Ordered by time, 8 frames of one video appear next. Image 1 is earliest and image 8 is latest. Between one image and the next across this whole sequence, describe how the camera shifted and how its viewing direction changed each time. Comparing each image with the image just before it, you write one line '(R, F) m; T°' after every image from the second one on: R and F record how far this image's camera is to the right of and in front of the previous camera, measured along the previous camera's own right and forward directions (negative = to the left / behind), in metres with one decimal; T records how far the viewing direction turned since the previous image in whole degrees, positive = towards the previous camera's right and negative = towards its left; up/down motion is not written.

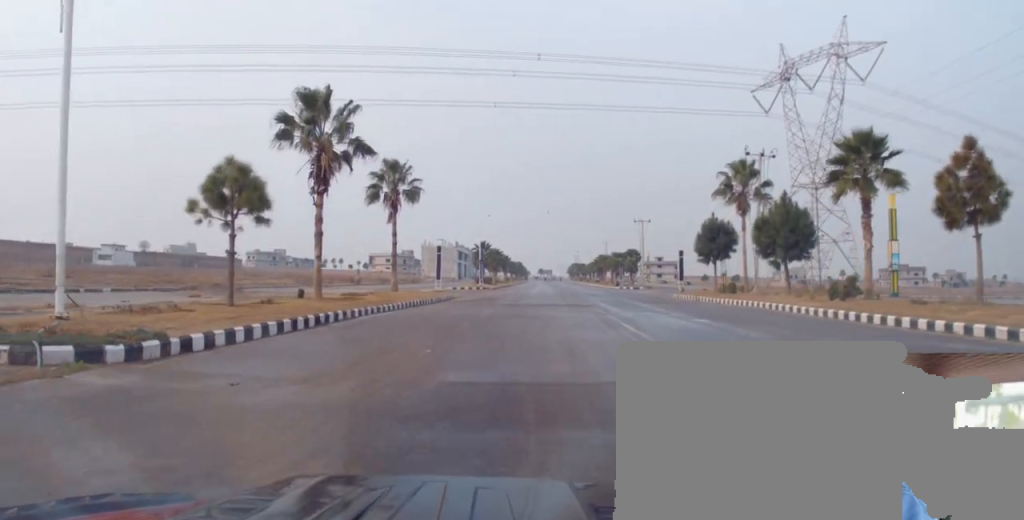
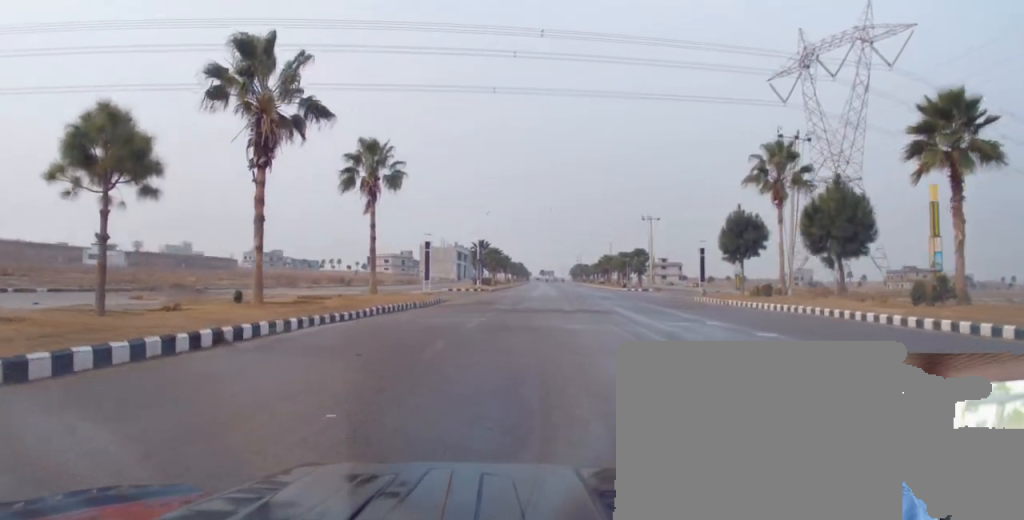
(+0.1, +6.4) m; 0°
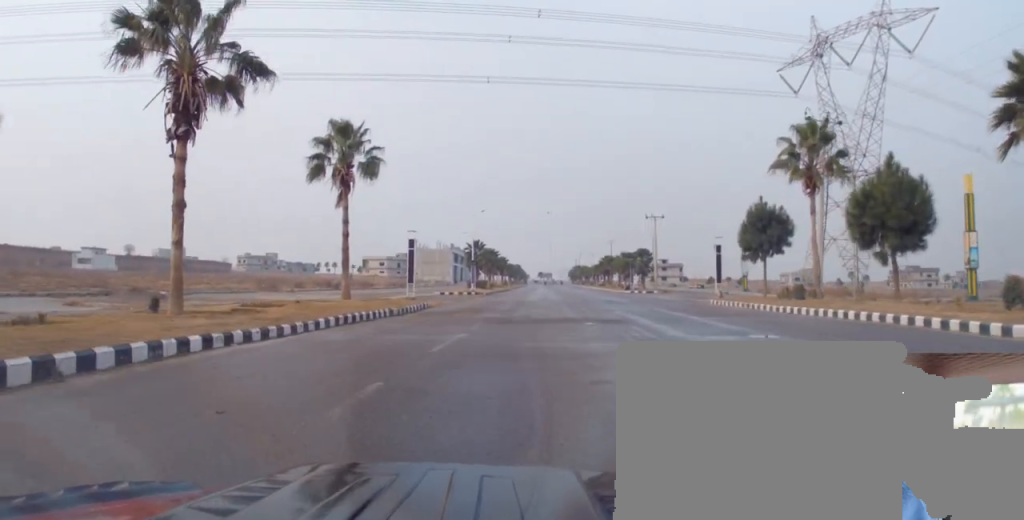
(-0.1, +5.2) m; 0°
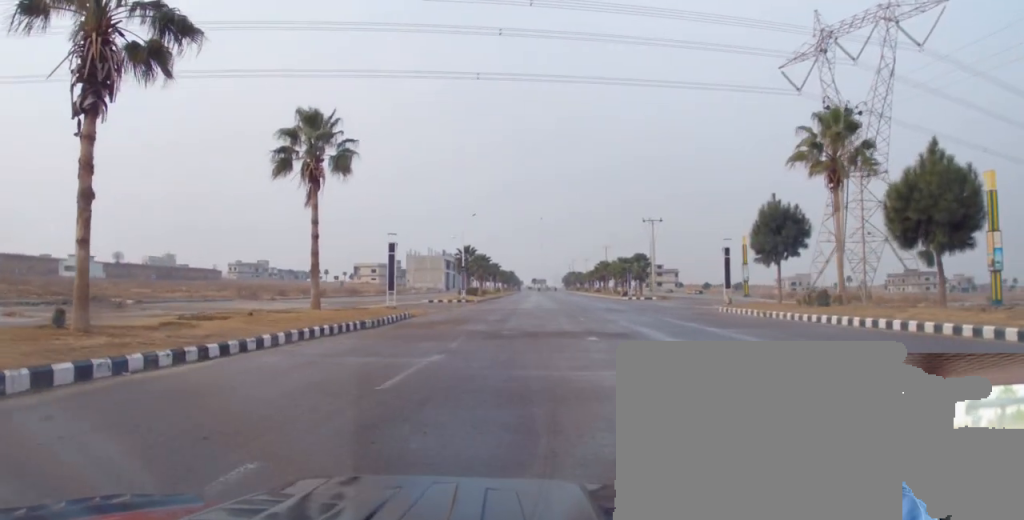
(-0.1, +3.6) m; 0°
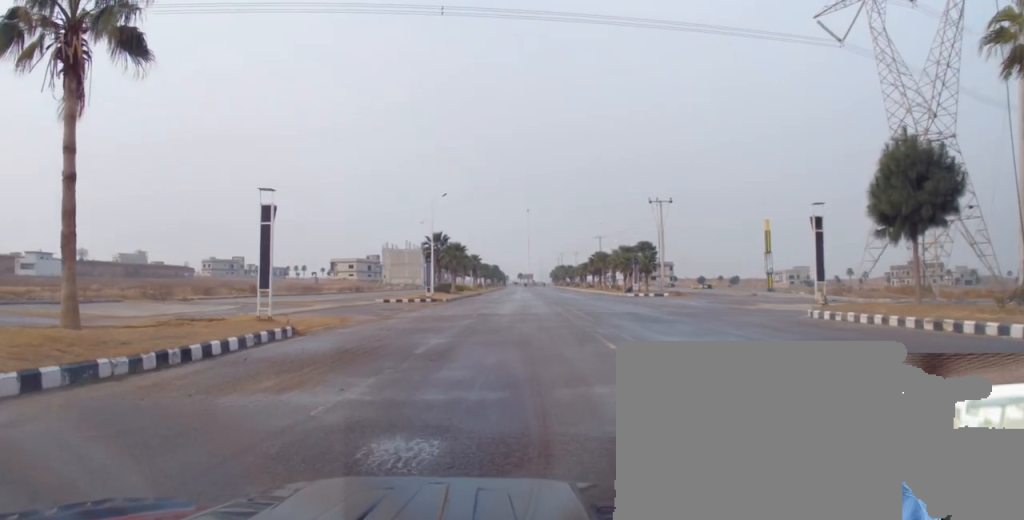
(0.0, +15.9) m; -1°
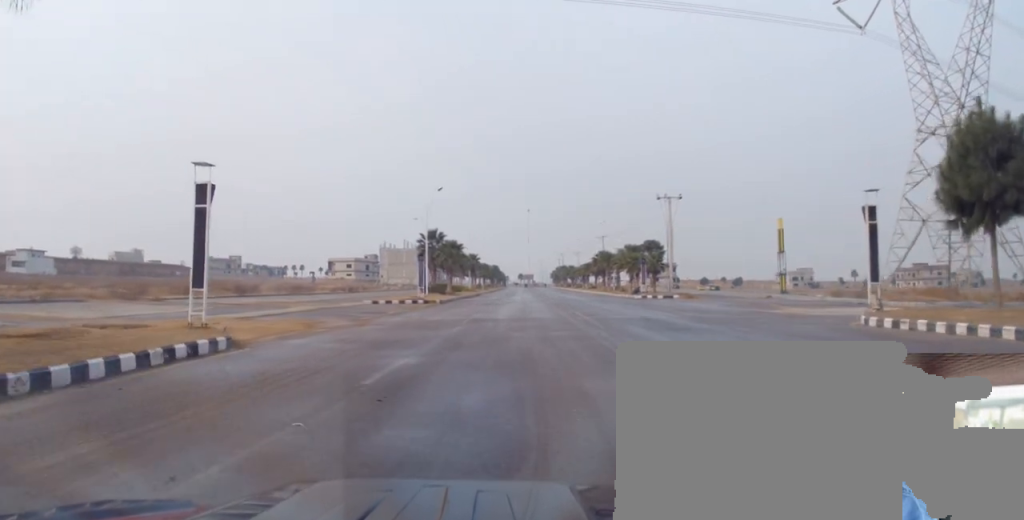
(0.0, +4.4) m; 0°
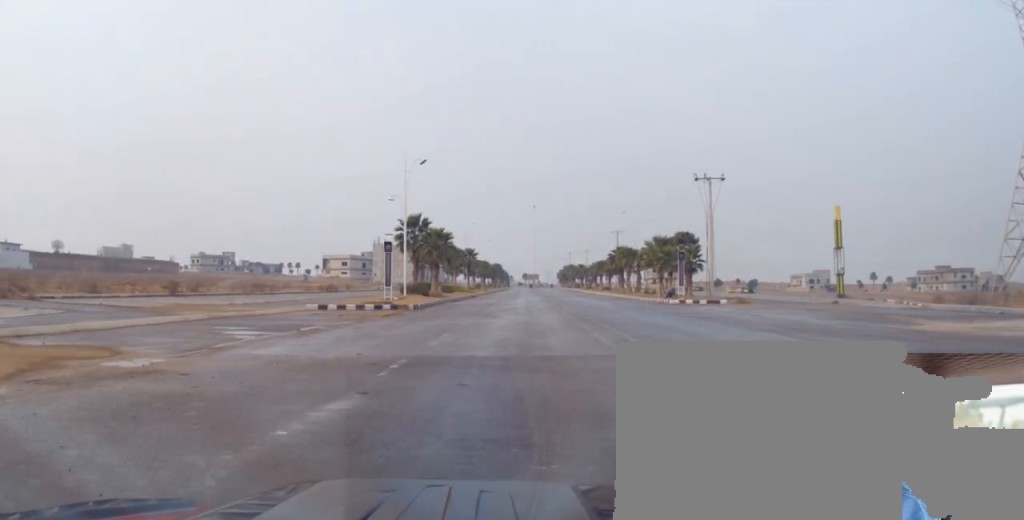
(+0.2, +14.2) m; +4°
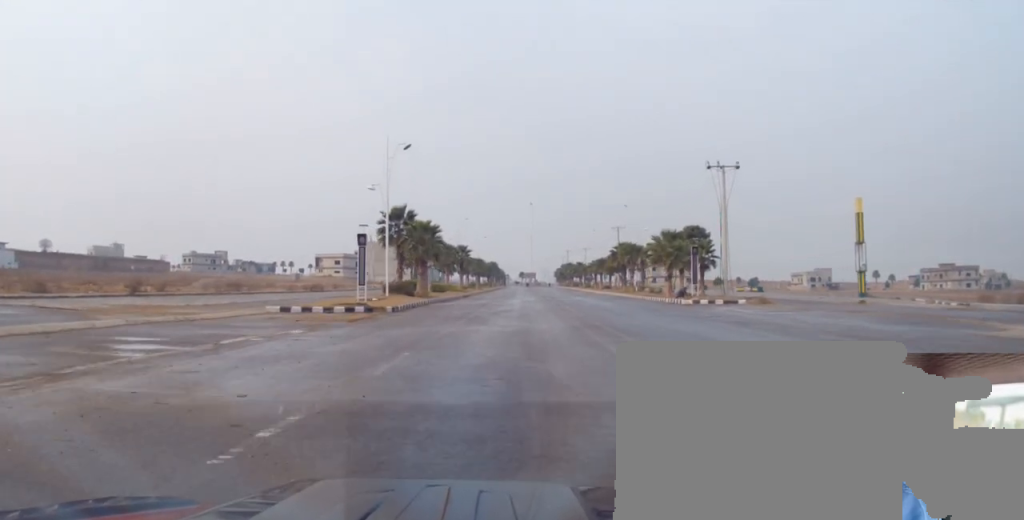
(+0.3, +5.4) m; 0°
